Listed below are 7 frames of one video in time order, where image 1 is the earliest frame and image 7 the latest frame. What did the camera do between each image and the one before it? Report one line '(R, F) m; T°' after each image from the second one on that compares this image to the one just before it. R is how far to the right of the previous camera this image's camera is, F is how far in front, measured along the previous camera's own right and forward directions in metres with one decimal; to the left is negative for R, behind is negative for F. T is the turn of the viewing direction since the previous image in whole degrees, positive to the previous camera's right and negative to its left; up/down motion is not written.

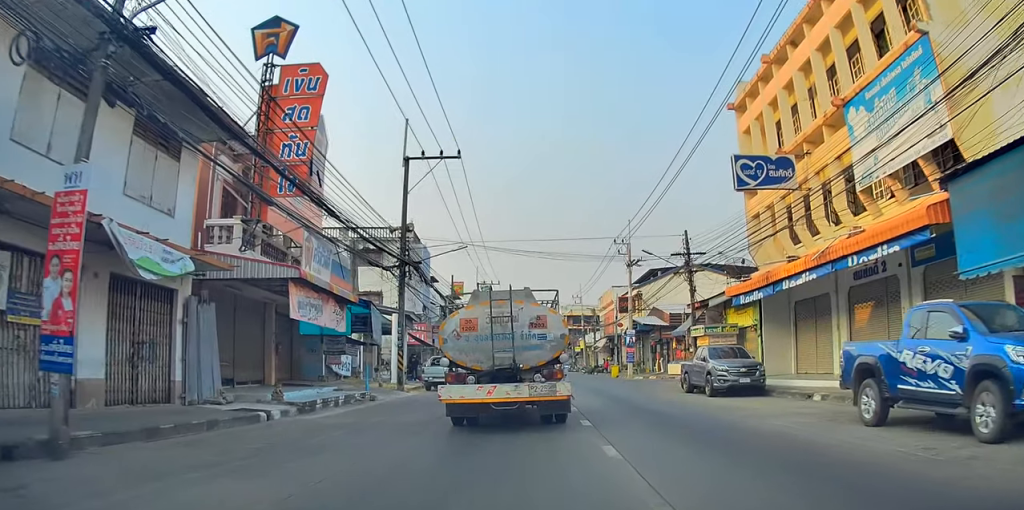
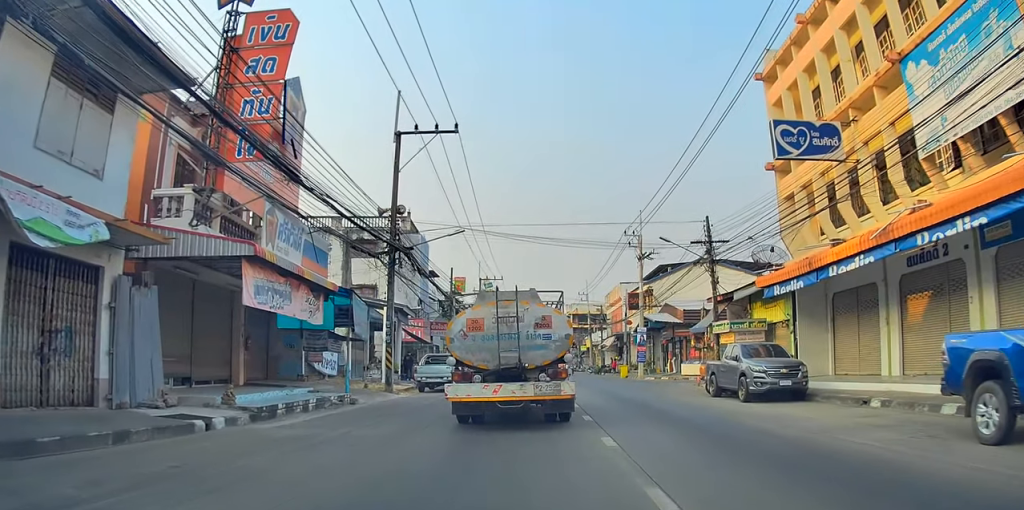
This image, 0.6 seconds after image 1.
(+0.3, +3.0) m; +5°
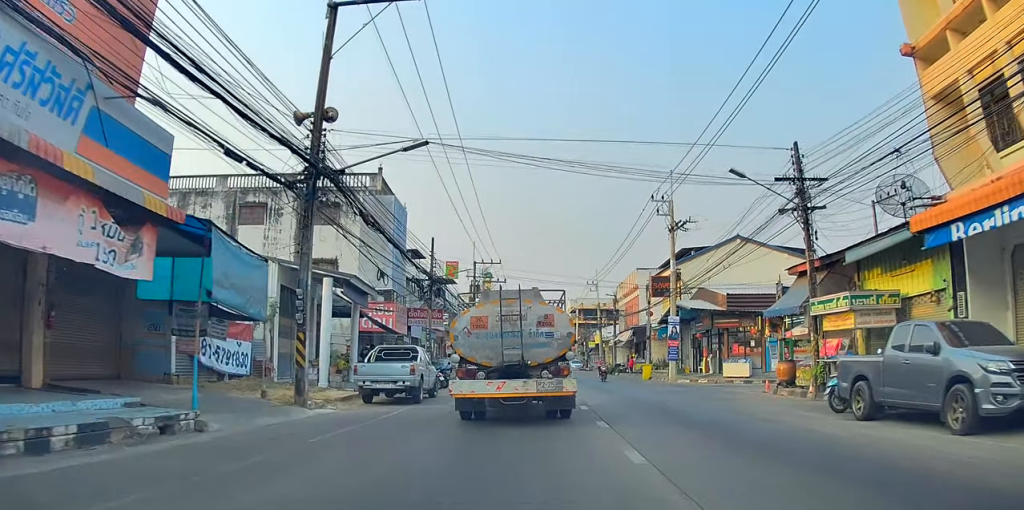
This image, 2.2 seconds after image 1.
(0.0, +9.3) m; 0°
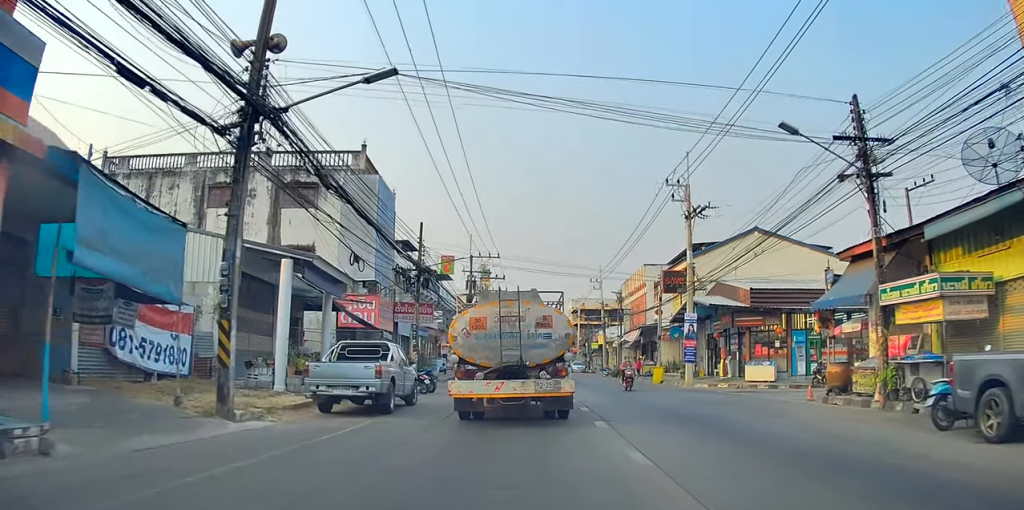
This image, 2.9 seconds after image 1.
(0.0, +3.8) m; 0°
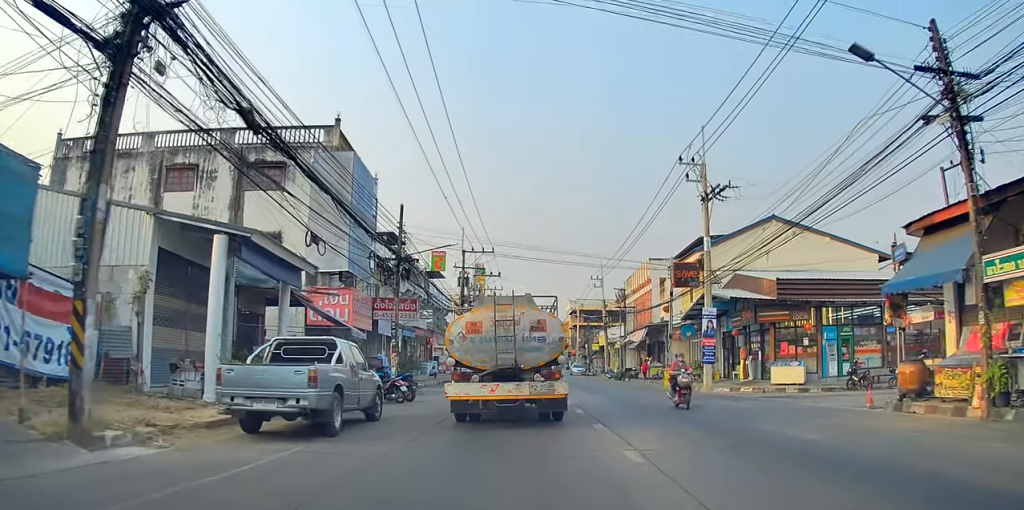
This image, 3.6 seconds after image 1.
(0.0, +4.2) m; 0°
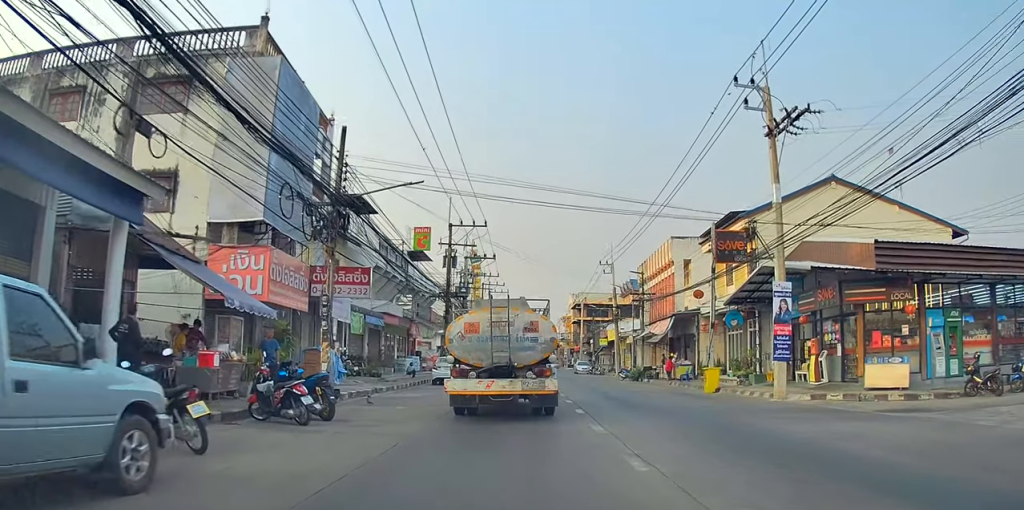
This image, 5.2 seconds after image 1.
(-0.1, +9.1) m; -1°
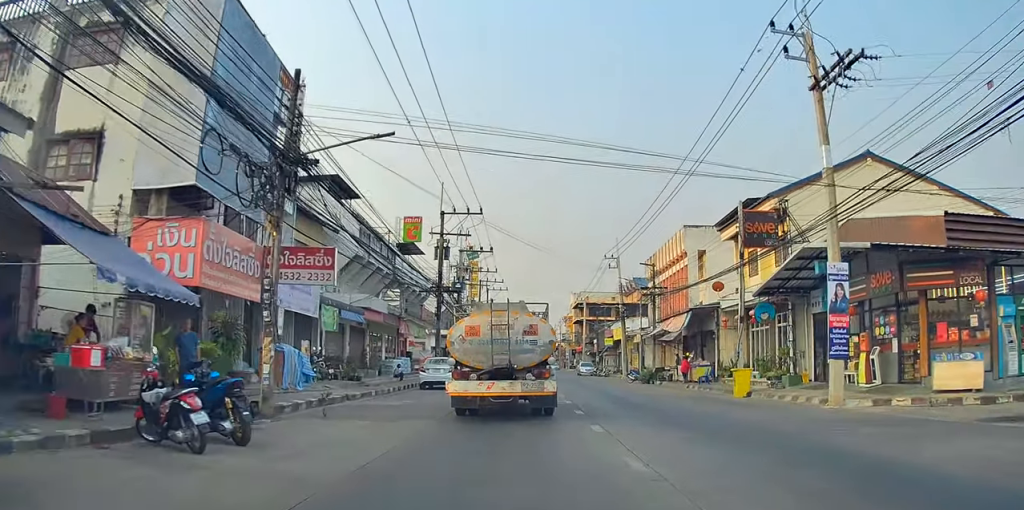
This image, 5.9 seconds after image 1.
(0.0, +4.2) m; -2°
